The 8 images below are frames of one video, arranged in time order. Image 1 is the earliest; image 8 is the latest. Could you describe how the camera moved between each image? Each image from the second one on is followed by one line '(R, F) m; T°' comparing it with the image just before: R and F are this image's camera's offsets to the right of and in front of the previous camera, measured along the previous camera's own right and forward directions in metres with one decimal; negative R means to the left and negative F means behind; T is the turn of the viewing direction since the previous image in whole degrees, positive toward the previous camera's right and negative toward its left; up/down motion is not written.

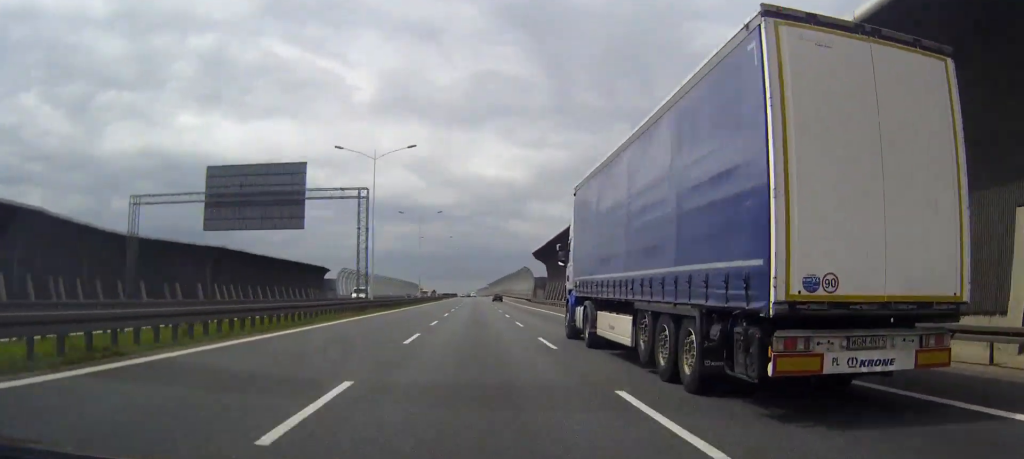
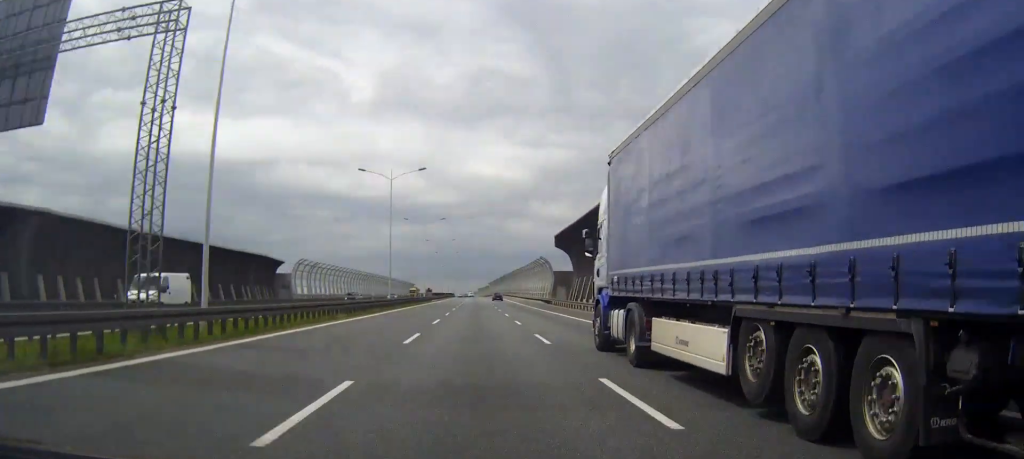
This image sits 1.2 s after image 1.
(0.0, +34.5) m; 0°
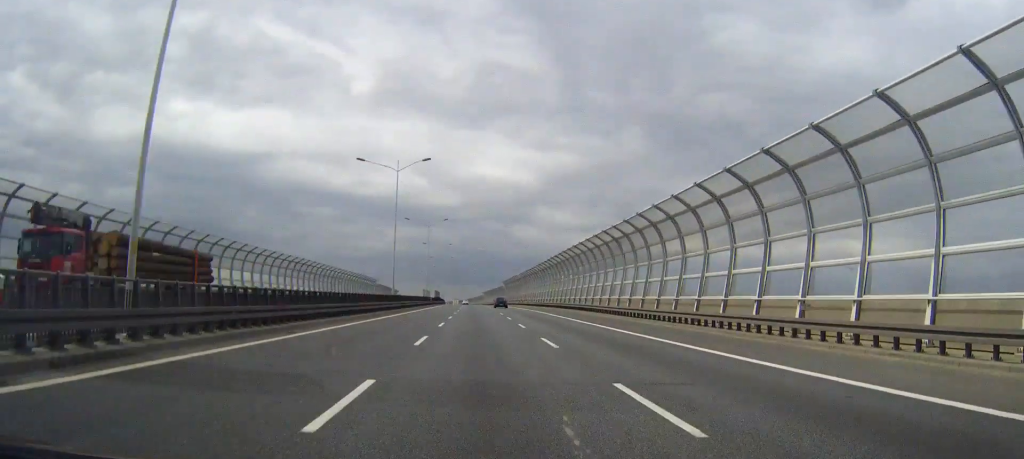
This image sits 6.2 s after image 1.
(-0.4, +143.4) m; -1°
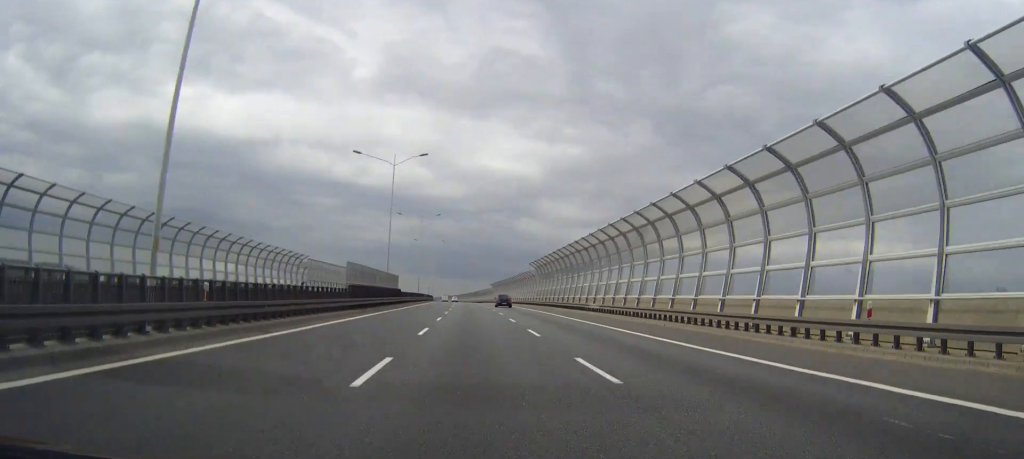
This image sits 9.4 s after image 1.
(-0.3, +92.0) m; -1°
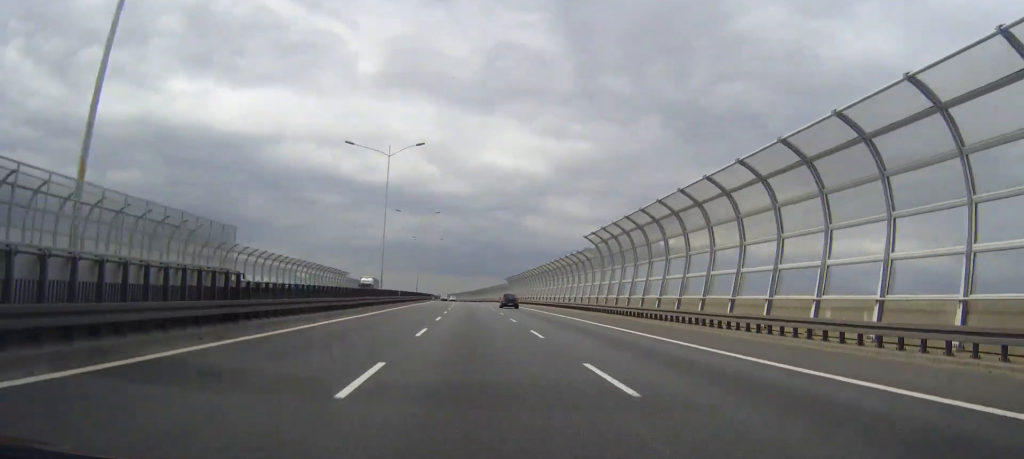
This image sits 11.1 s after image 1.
(-0.3, +48.9) m; -1°
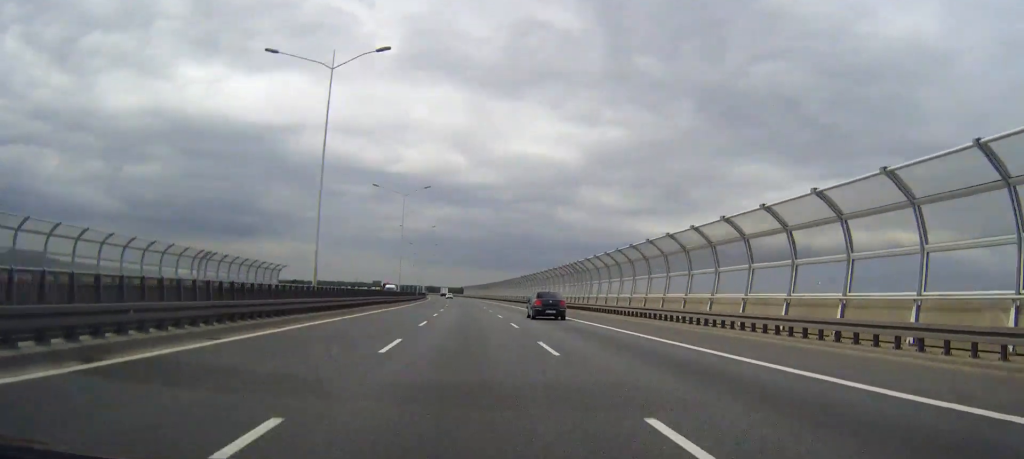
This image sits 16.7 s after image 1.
(-3.7, +161.4) m; -3°
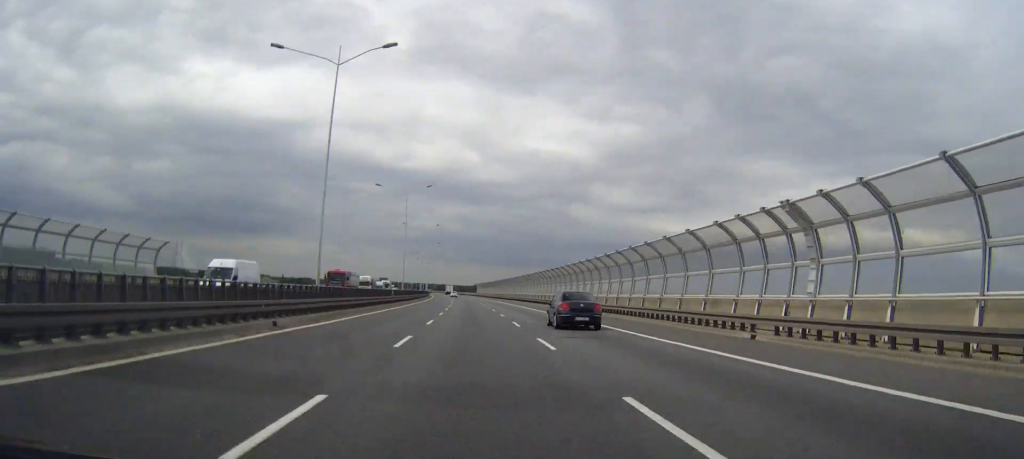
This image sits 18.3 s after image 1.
(-0.1, +46.2) m; -1°
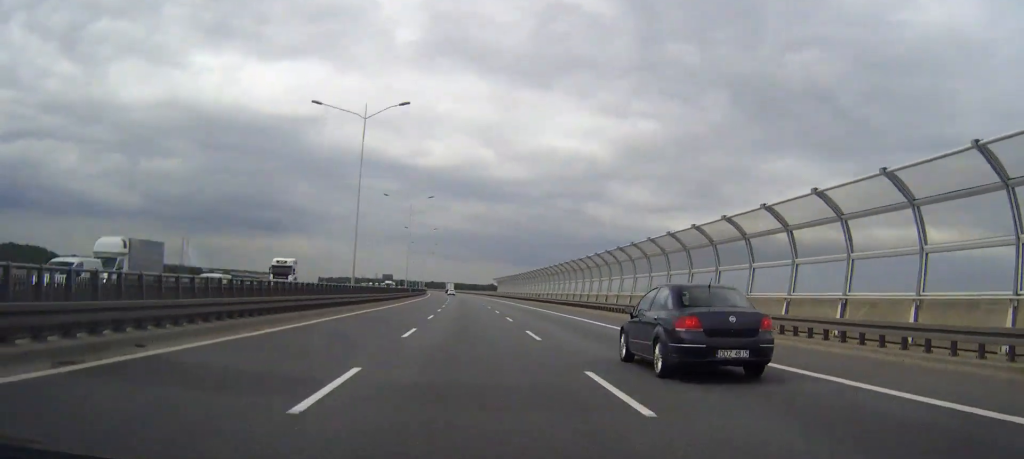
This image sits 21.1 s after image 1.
(-0.9, +80.7) m; -1°
